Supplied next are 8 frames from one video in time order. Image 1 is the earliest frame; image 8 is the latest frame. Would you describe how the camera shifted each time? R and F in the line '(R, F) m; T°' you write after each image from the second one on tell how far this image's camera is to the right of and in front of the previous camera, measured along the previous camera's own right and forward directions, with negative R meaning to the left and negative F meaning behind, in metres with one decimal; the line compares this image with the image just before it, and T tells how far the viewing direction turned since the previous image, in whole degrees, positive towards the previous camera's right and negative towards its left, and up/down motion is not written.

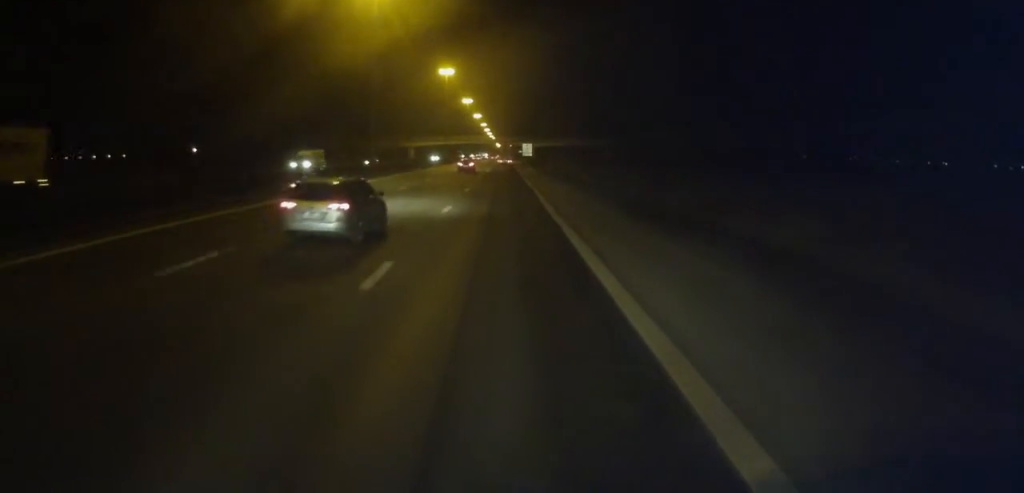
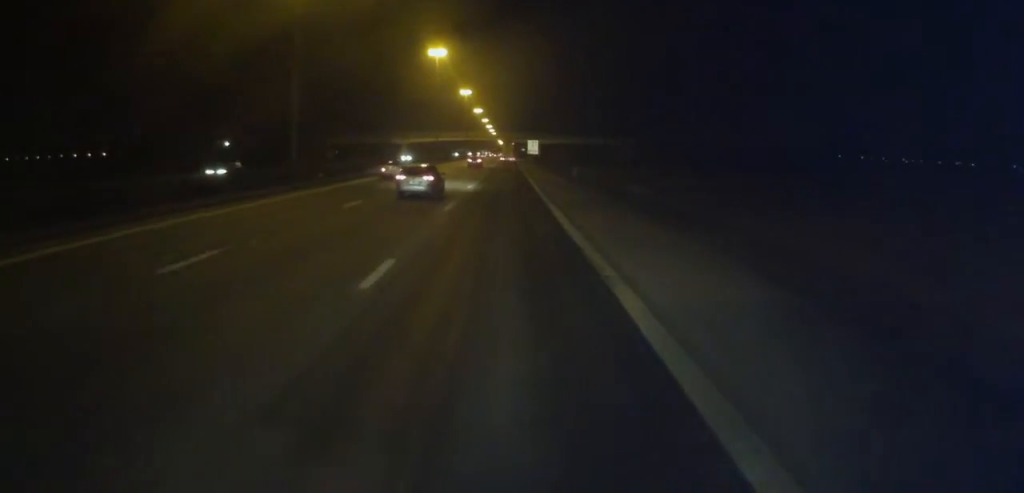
(0.0, +25.0) m; 0°
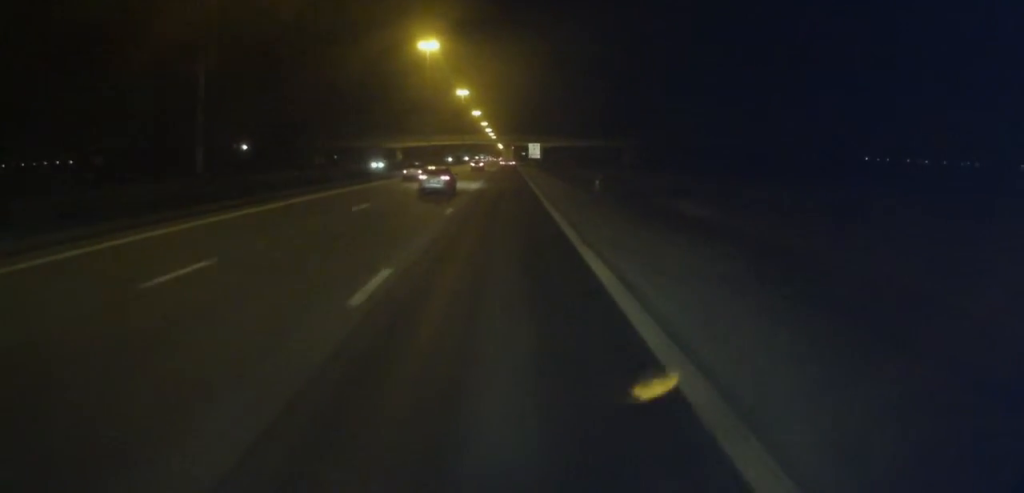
(0.0, +12.5) m; 0°
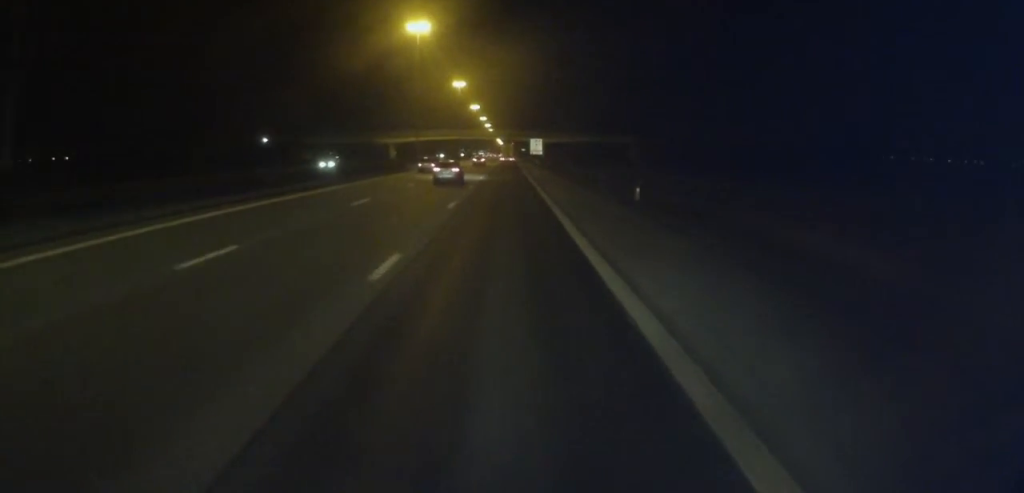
(0.0, +12.5) m; 0°
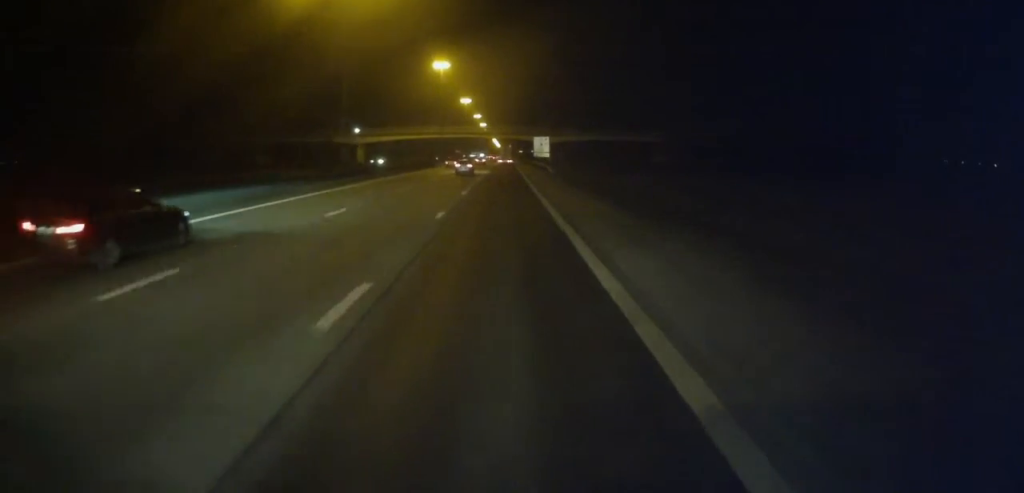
(0.0, +41.0) m; 0°
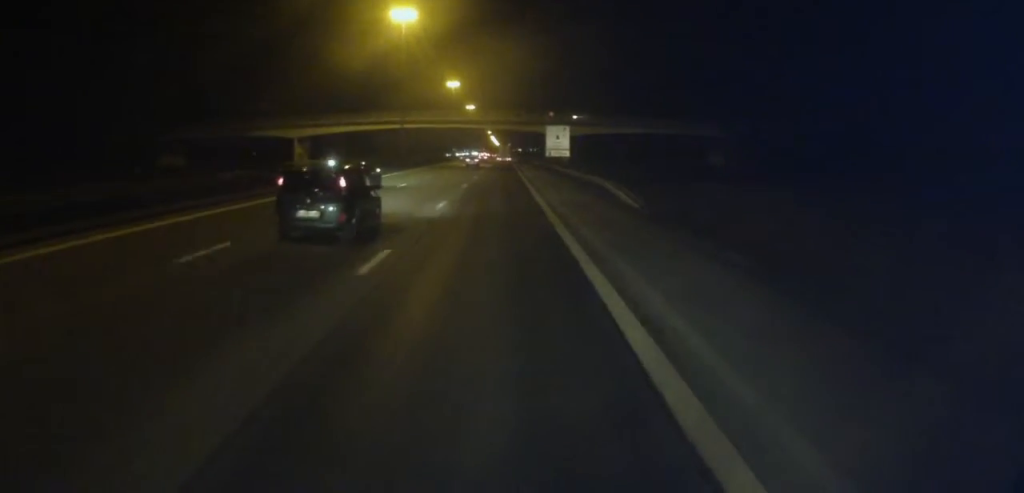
(0.0, +47.9) m; 0°
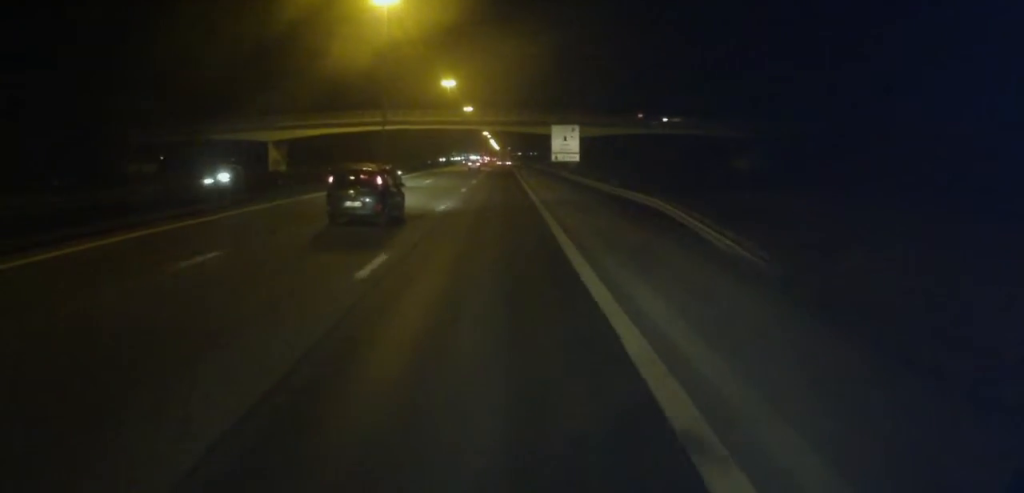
(-0.1, +12.5) m; +1°
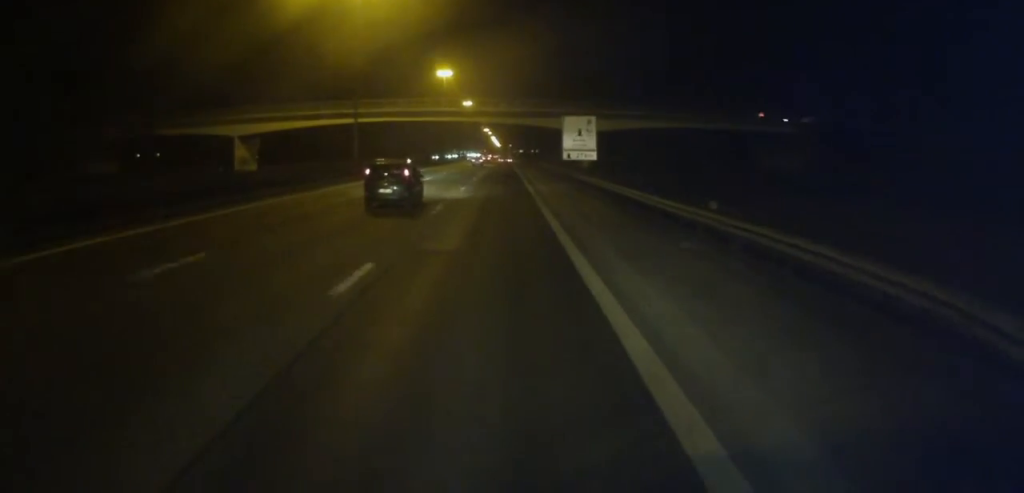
(+0.3, +14.0) m; 0°
